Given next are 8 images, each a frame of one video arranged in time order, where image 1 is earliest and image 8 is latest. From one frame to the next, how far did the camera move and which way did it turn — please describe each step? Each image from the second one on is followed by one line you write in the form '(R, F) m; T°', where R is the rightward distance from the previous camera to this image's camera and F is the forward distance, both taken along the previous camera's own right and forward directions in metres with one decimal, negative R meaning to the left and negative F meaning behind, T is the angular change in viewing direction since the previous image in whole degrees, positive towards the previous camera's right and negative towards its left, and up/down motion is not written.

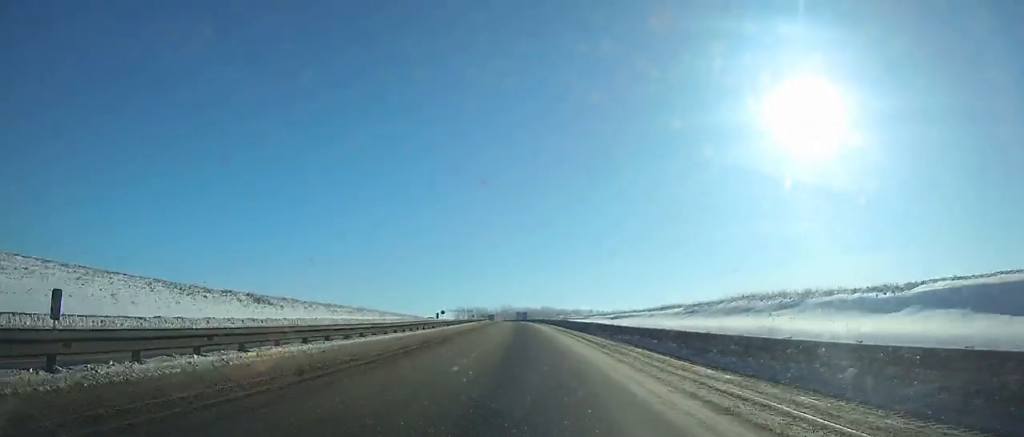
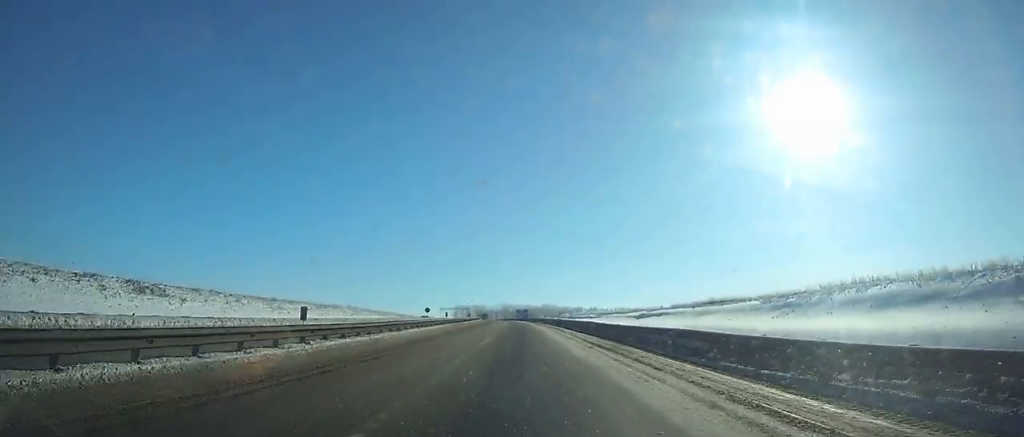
(-0.1, +26.2) m; -1°
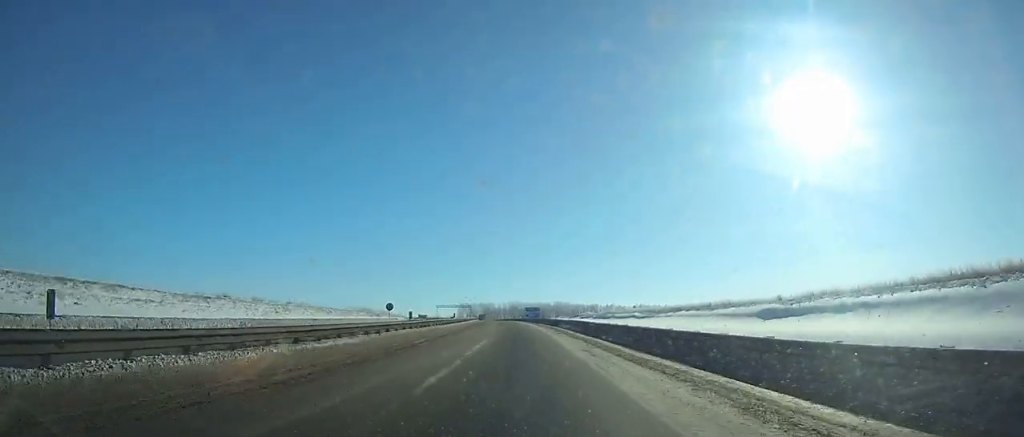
(-0.1, +46.6) m; -1°
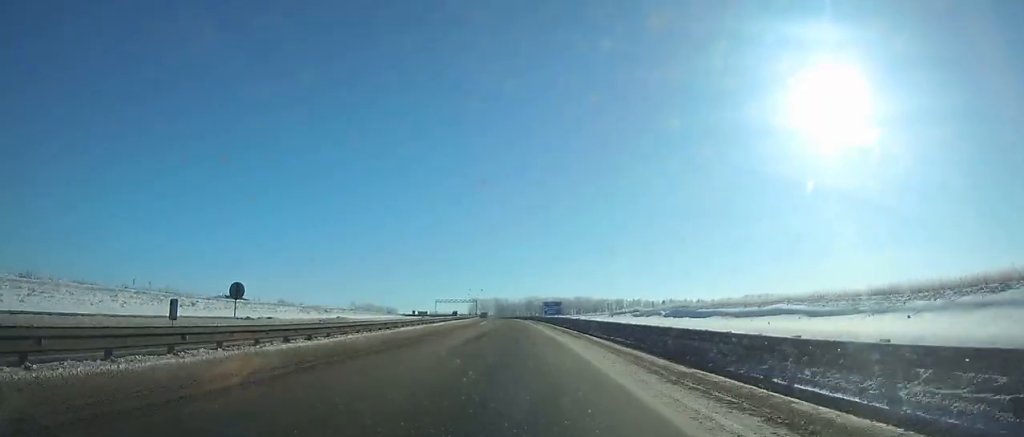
(-0.9, +53.7) m; -2°
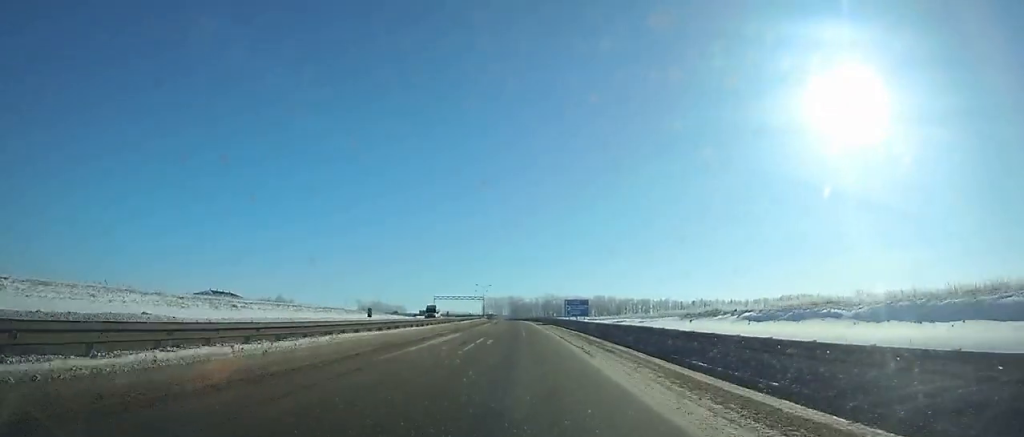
(-0.6, +42.0) m; -1°
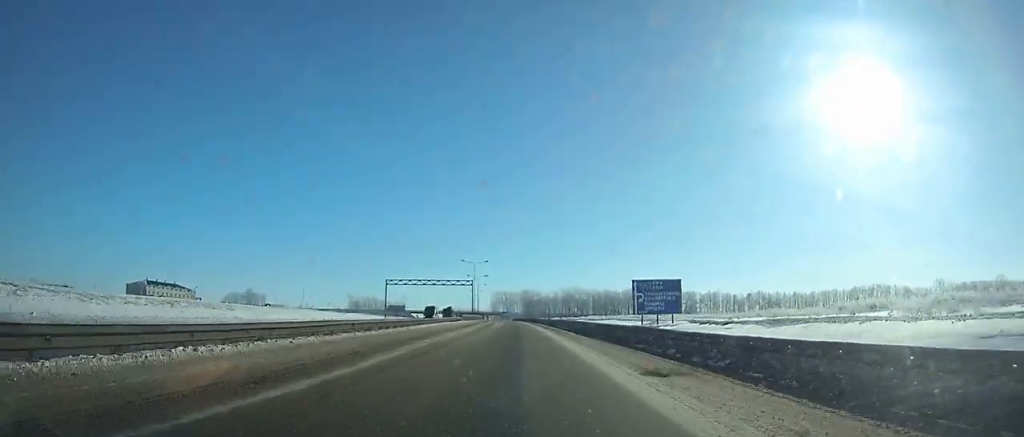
(-1.7, +86.8) m; -2°
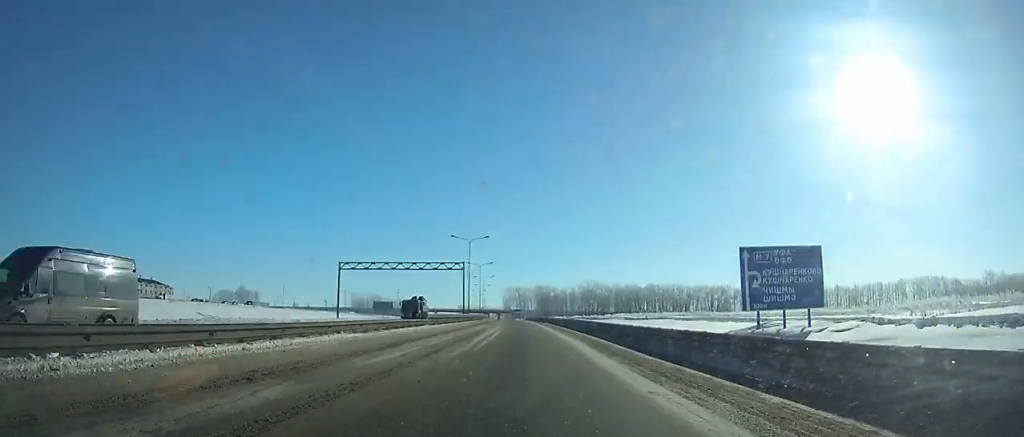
(-0.2, +34.7) m; -1°
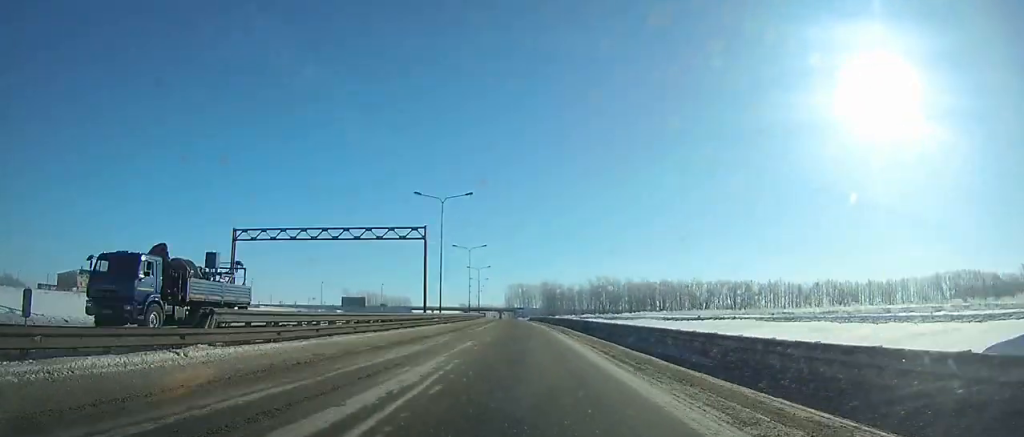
(0.0, +28.3) m; -1°
